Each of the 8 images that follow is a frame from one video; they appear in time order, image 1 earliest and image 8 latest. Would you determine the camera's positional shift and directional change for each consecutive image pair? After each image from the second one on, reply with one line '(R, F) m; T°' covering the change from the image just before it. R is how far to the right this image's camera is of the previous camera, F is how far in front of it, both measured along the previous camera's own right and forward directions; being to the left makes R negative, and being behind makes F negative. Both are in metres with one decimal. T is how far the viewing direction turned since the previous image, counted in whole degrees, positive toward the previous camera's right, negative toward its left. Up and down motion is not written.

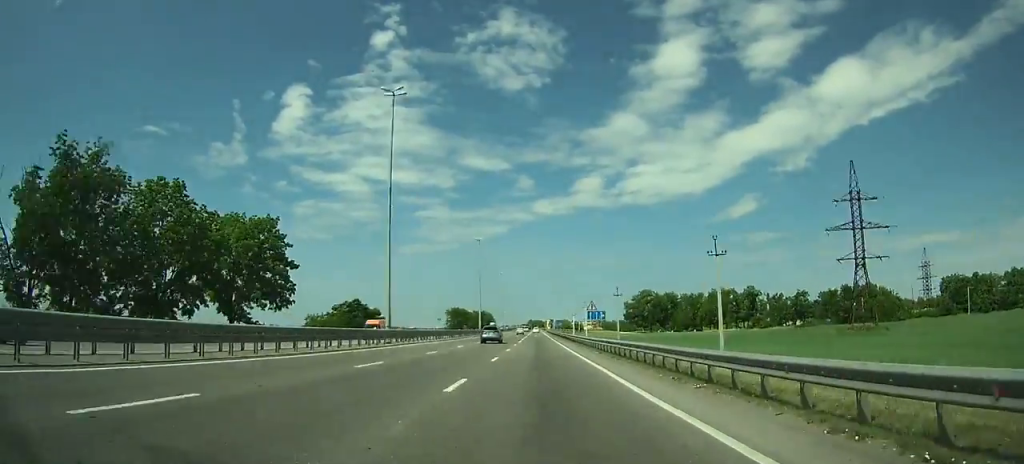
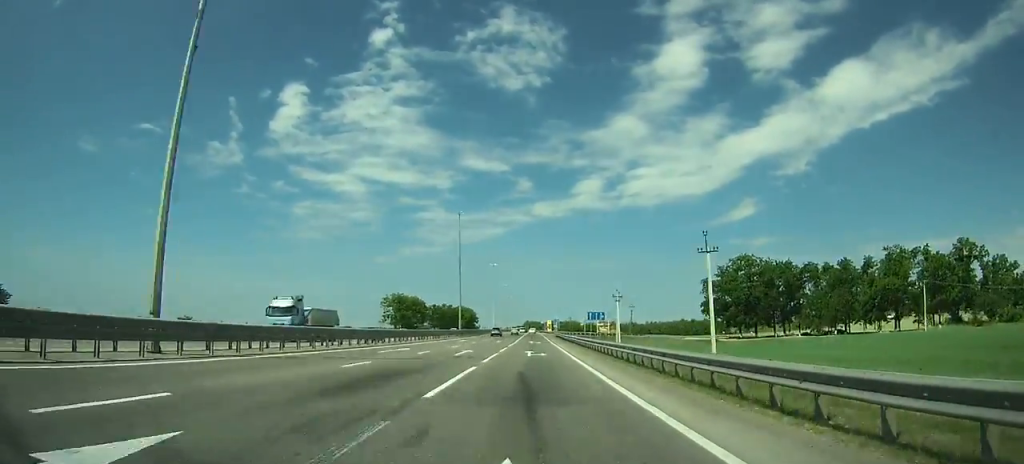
(+0.6, +107.3) m; 0°
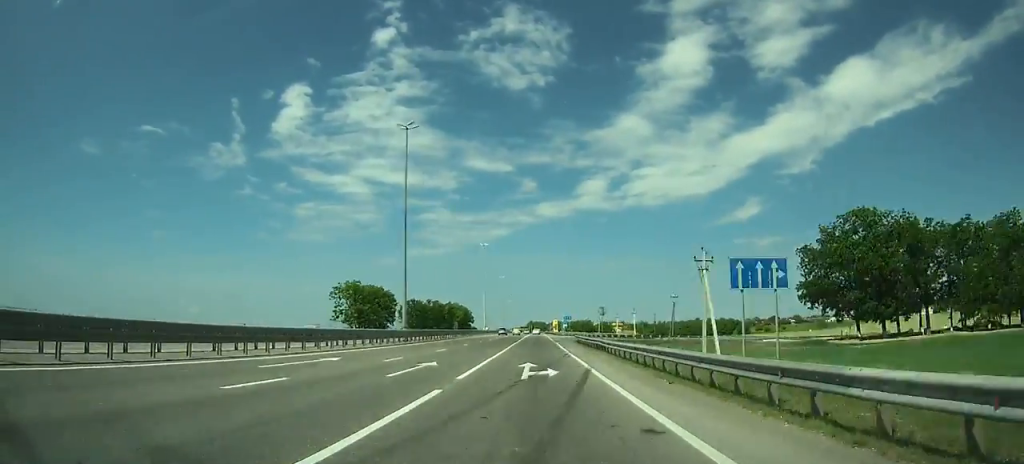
(+0.1, +44.0) m; 0°
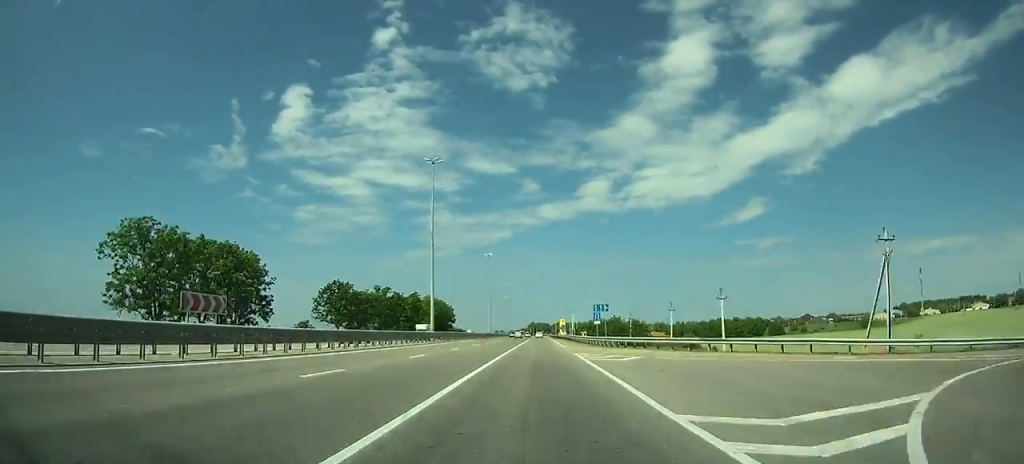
(-0.2, +68.7) m; 0°
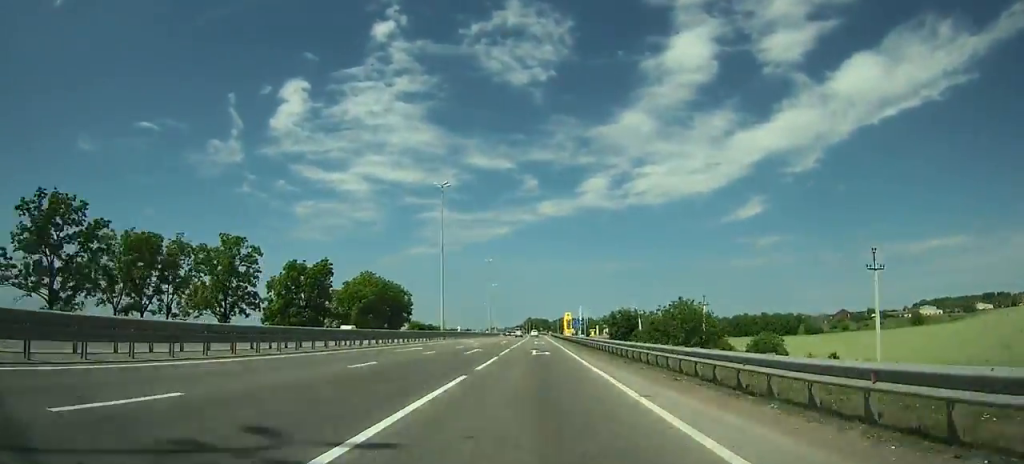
(-0.1, +67.7) m; 0°
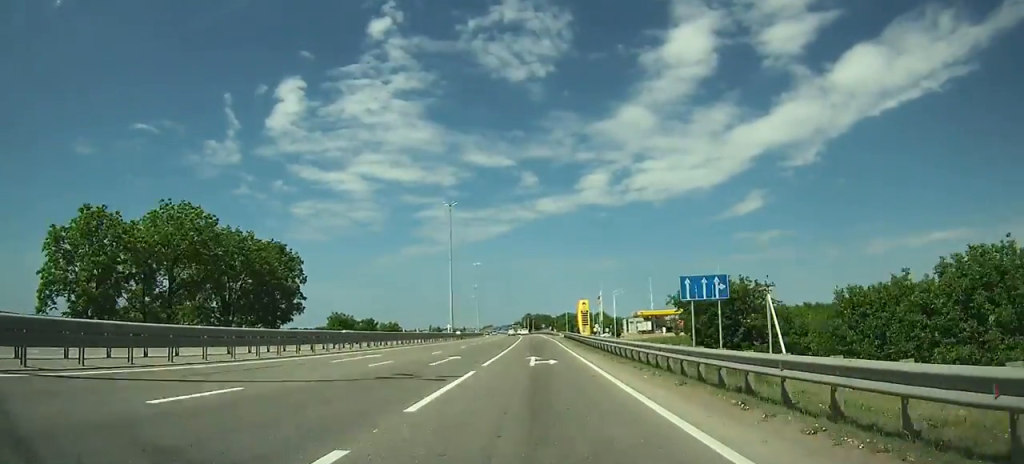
(-0.1, +73.1) m; 0°
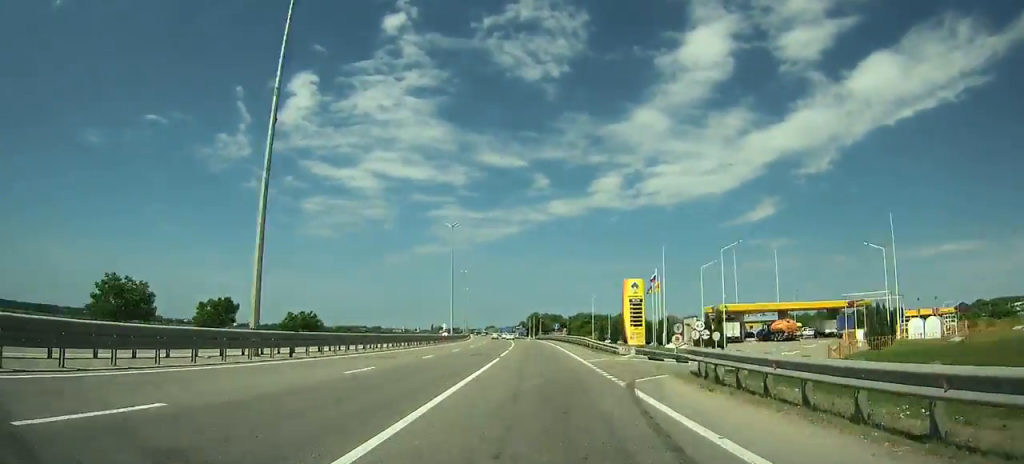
(-0.1, +63.2) m; -1°
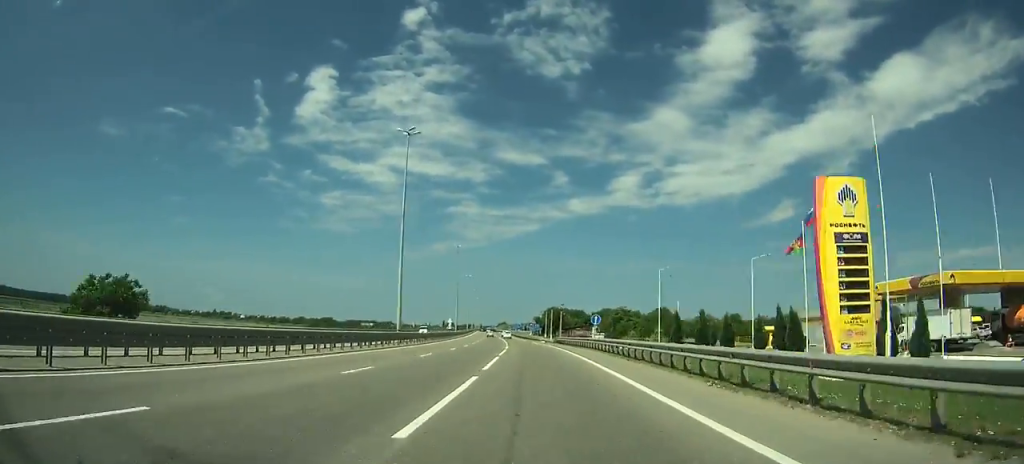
(-0.4, +49.4) m; -2°
